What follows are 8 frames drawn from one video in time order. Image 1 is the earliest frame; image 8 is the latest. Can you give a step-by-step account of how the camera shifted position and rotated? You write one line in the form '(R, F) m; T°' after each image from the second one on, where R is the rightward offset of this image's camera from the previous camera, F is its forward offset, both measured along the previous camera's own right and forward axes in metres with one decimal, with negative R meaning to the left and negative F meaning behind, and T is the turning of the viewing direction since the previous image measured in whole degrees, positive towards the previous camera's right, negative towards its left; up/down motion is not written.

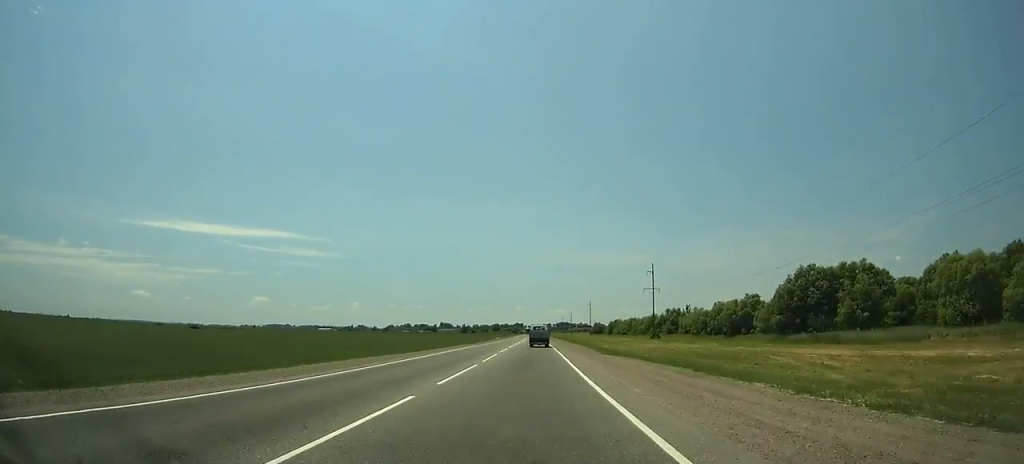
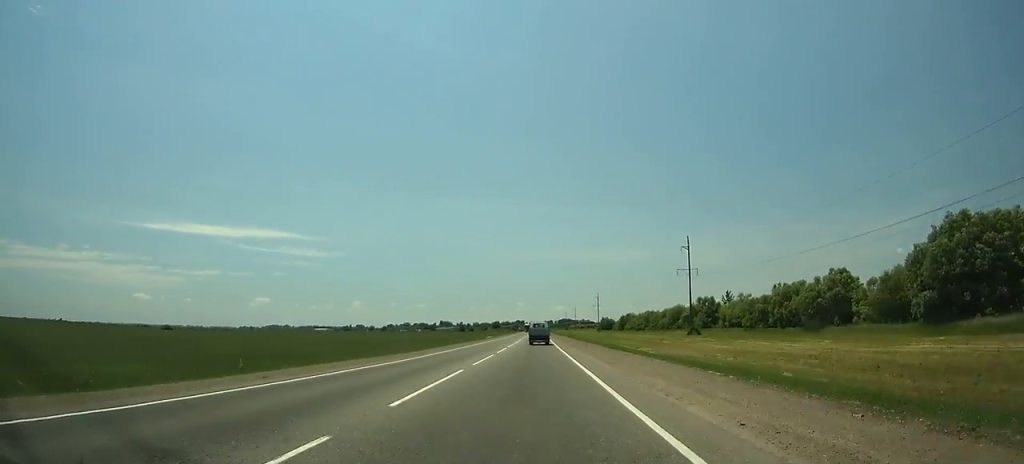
(0.0, +41.4) m; 0°
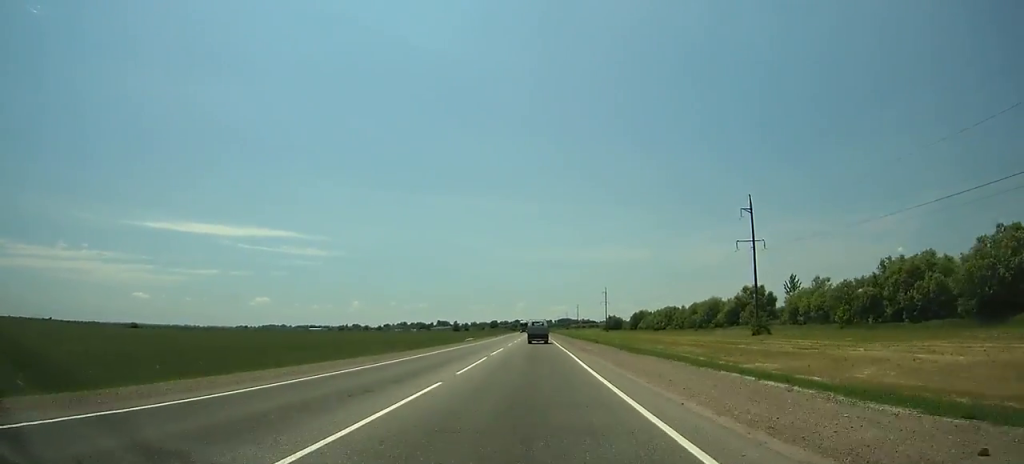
(-0.1, +41.2) m; 0°
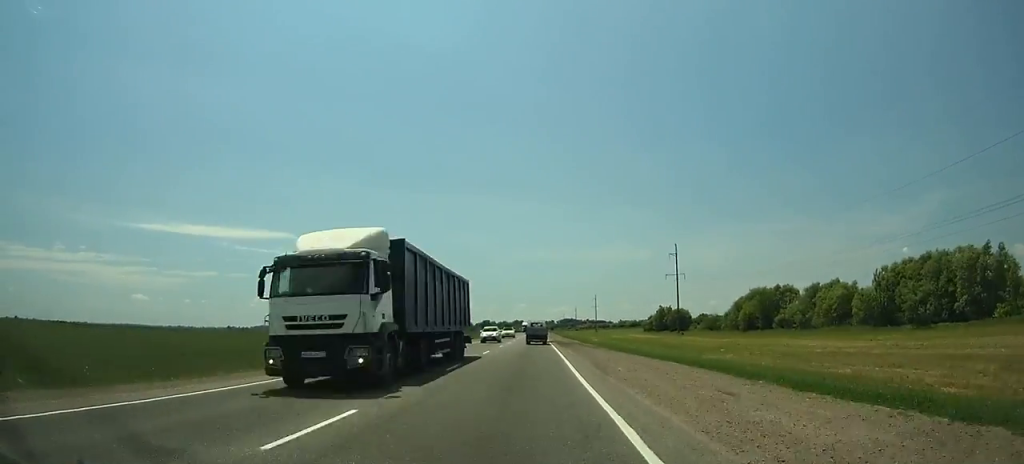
(-0.2, +152.0) m; 0°
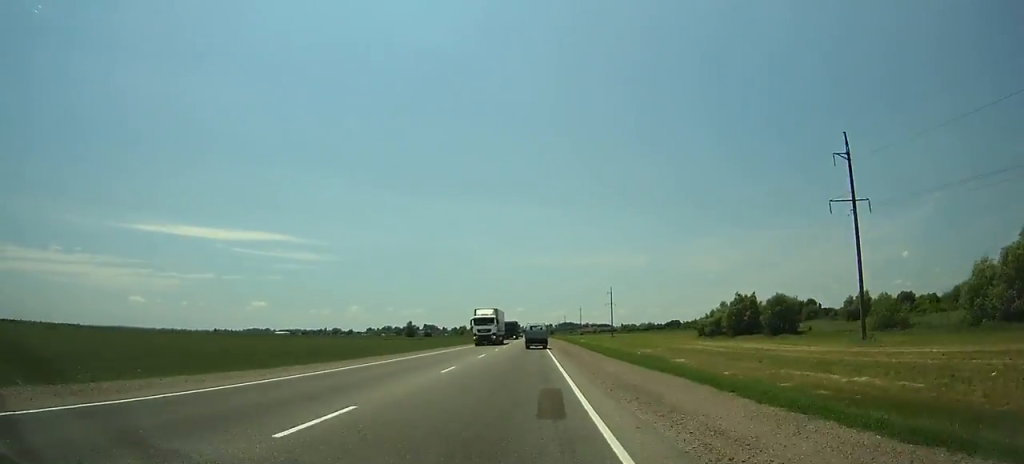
(+0.5, +84.1) m; 0°
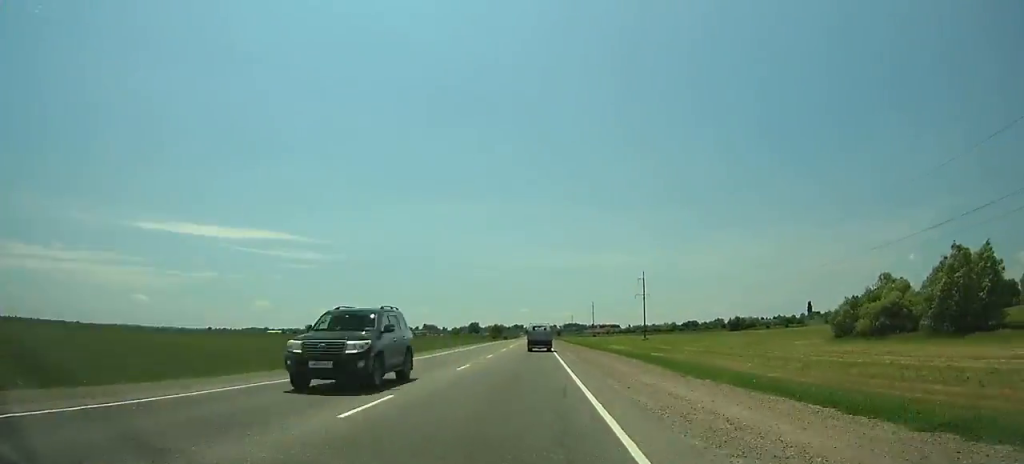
(0.0, +68.3) m; 0°
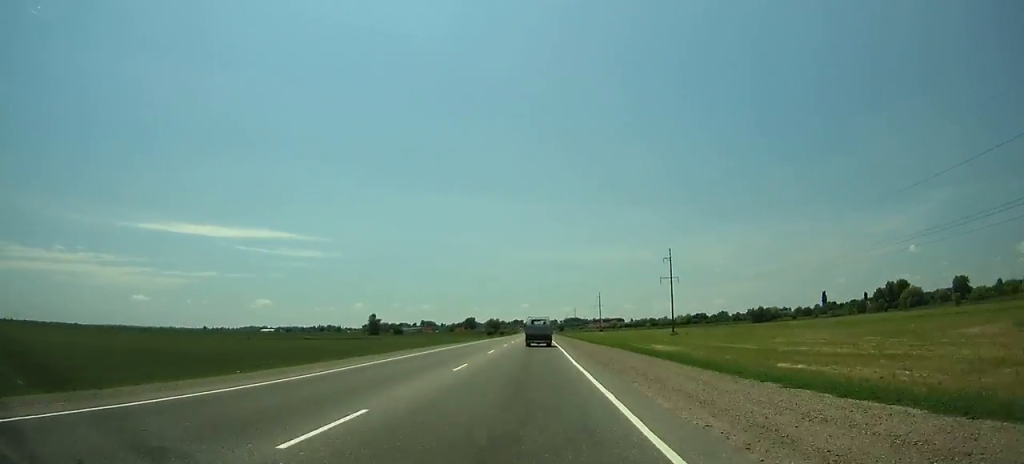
(-0.1, +38.5) m; 0°
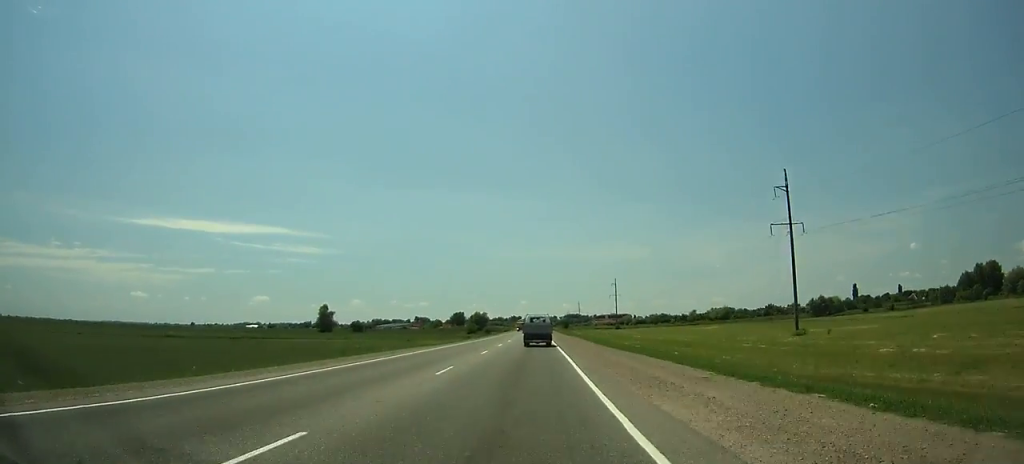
(0.0, +73.8) m; 0°
